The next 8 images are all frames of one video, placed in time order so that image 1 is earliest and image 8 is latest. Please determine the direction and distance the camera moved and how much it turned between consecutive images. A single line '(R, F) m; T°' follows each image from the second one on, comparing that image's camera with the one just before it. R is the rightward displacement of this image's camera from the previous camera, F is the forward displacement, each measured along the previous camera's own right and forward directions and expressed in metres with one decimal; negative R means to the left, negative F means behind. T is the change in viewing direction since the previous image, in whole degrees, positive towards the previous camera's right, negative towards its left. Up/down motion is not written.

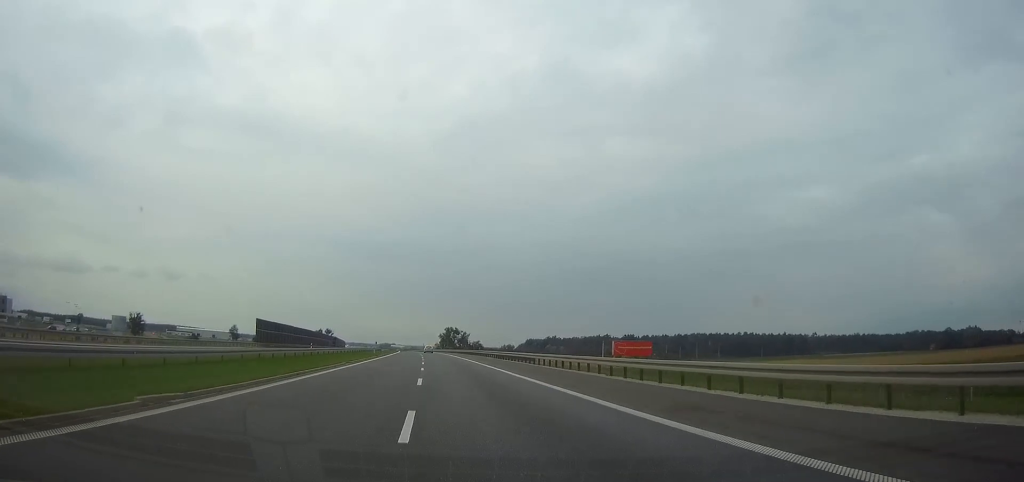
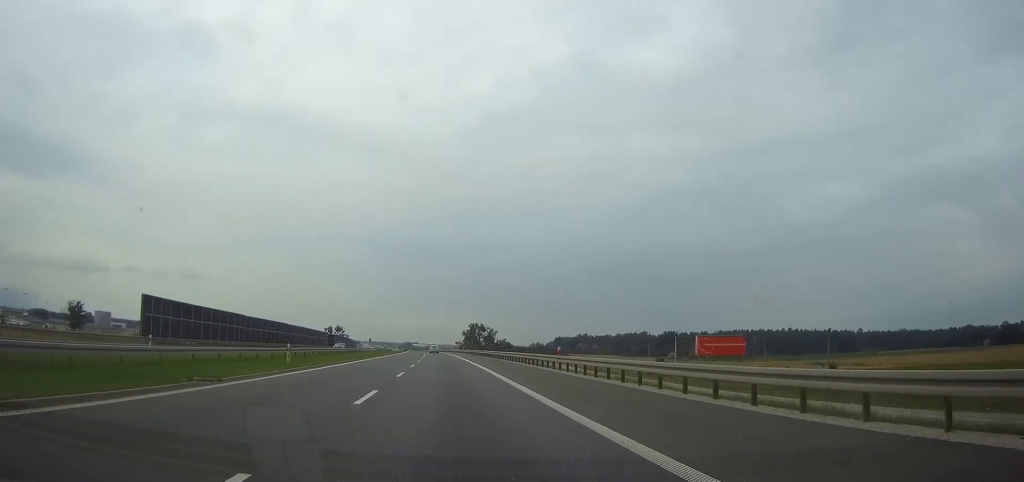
(-0.4, +54.9) m; -1°
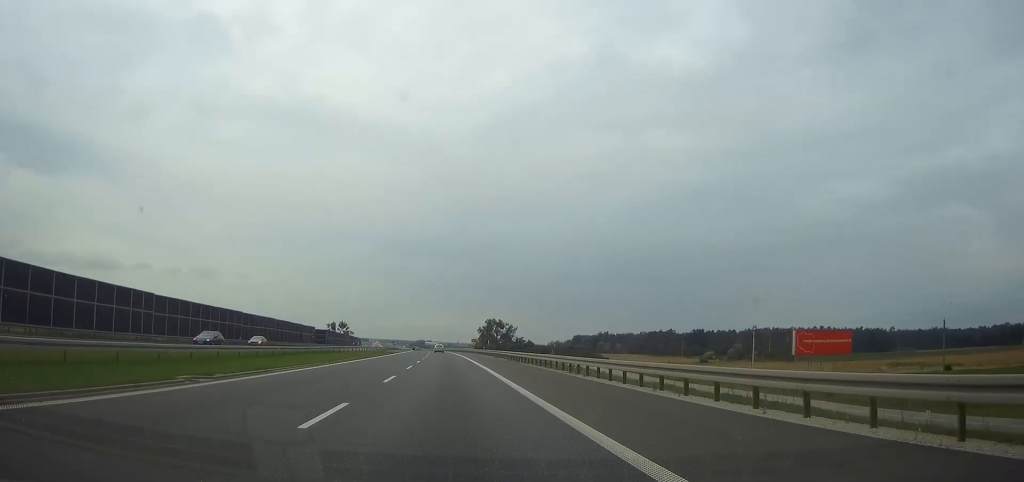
(-0.6, +40.5) m; -2°
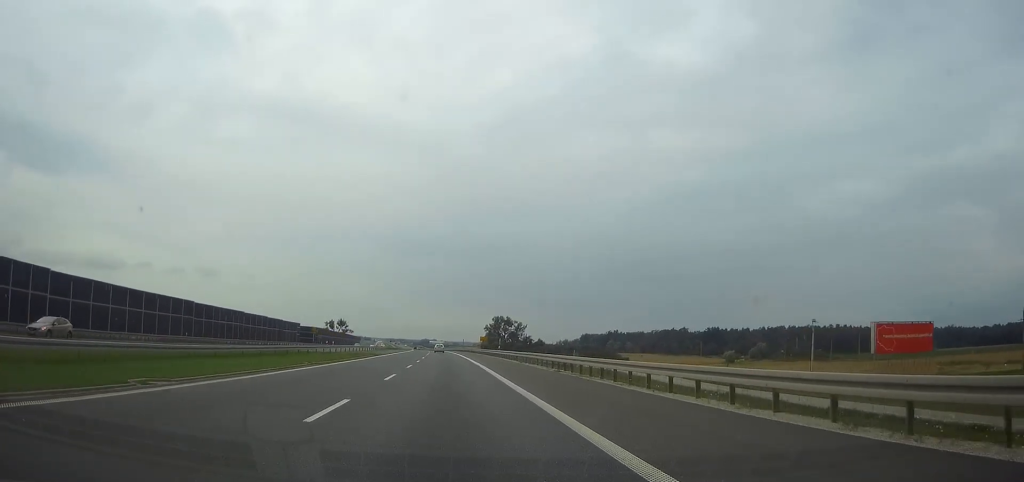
(-0.3, +23.0) m; -1°
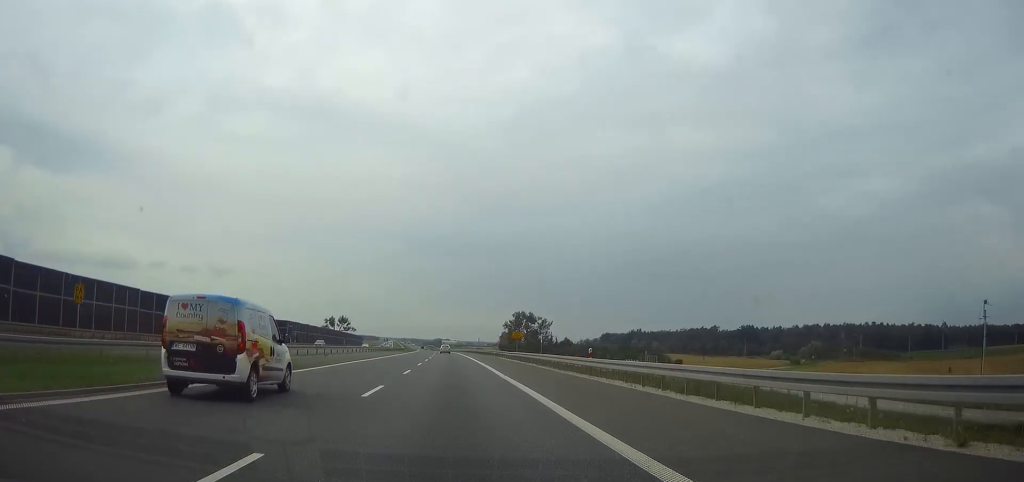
(-0.3, +43.1) m; -1°
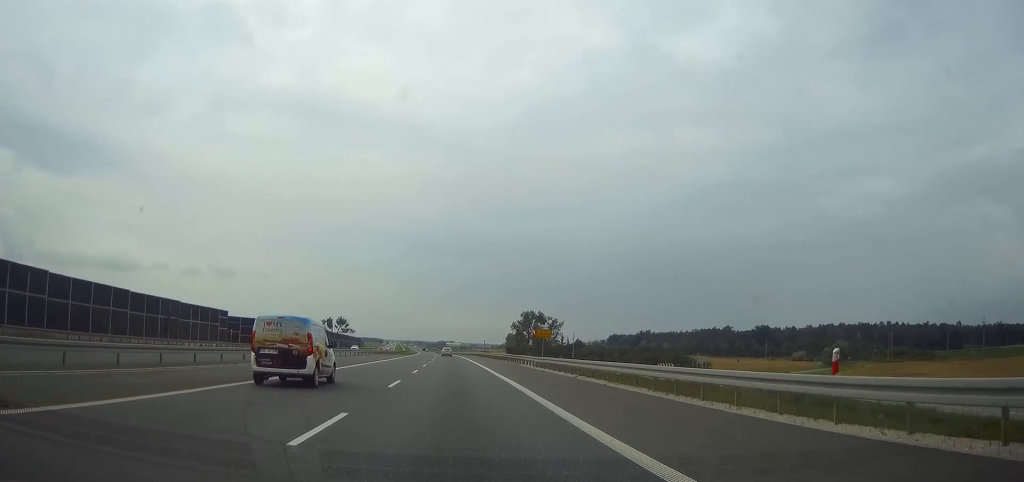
(-0.1, +19.0) m; 0°
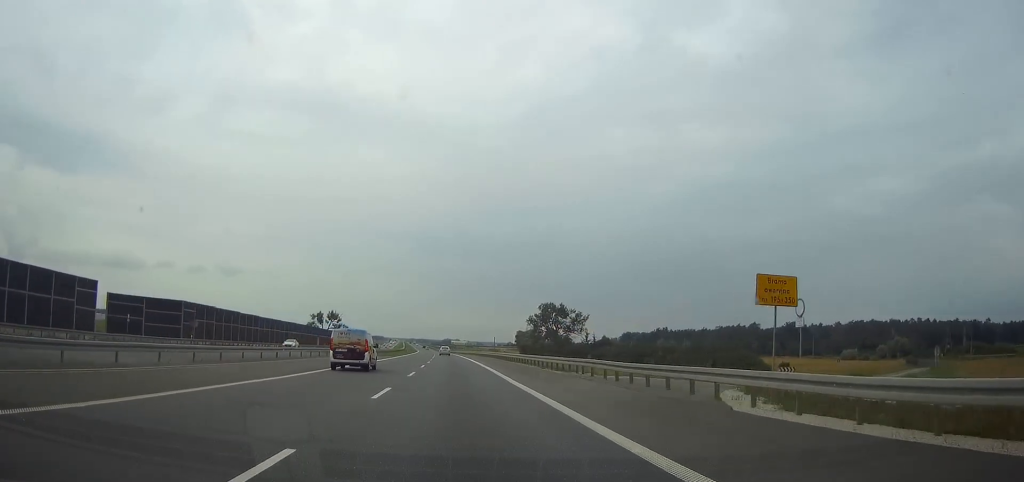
(-0.3, +40.4) m; -1°
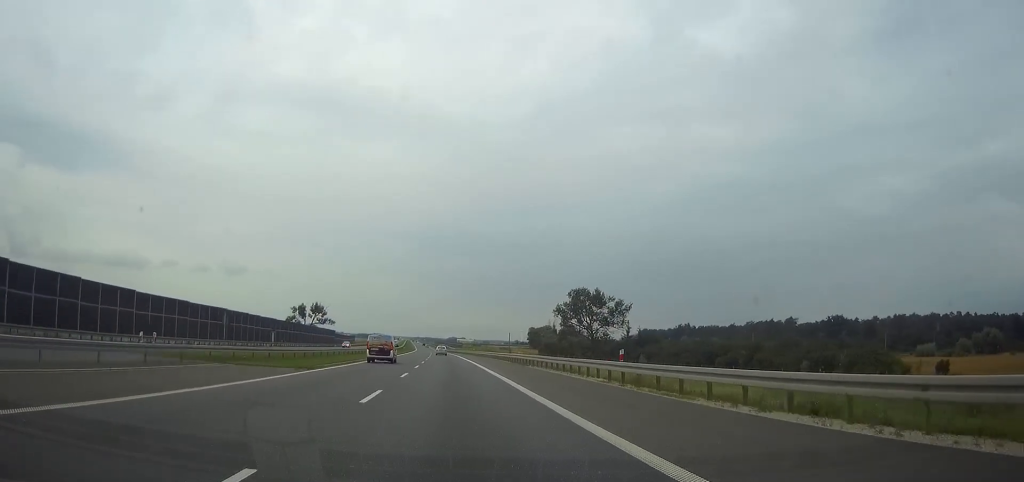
(-0.3, +48.9) m; -1°
